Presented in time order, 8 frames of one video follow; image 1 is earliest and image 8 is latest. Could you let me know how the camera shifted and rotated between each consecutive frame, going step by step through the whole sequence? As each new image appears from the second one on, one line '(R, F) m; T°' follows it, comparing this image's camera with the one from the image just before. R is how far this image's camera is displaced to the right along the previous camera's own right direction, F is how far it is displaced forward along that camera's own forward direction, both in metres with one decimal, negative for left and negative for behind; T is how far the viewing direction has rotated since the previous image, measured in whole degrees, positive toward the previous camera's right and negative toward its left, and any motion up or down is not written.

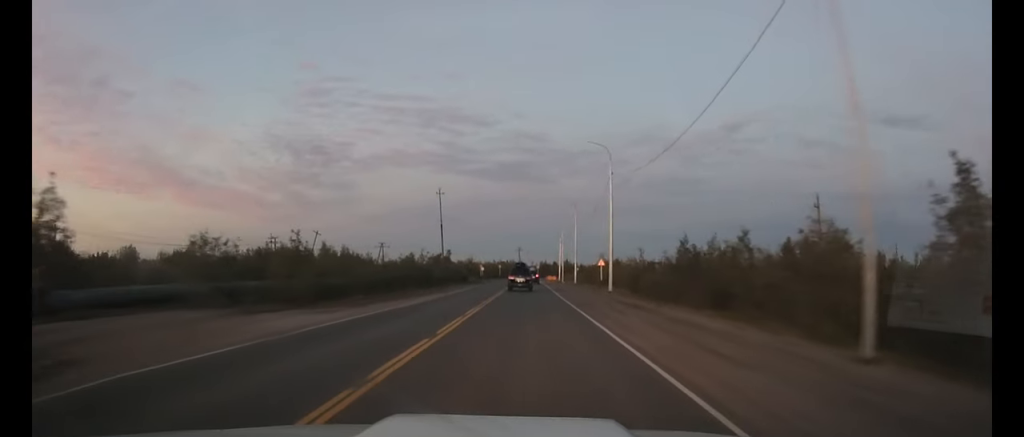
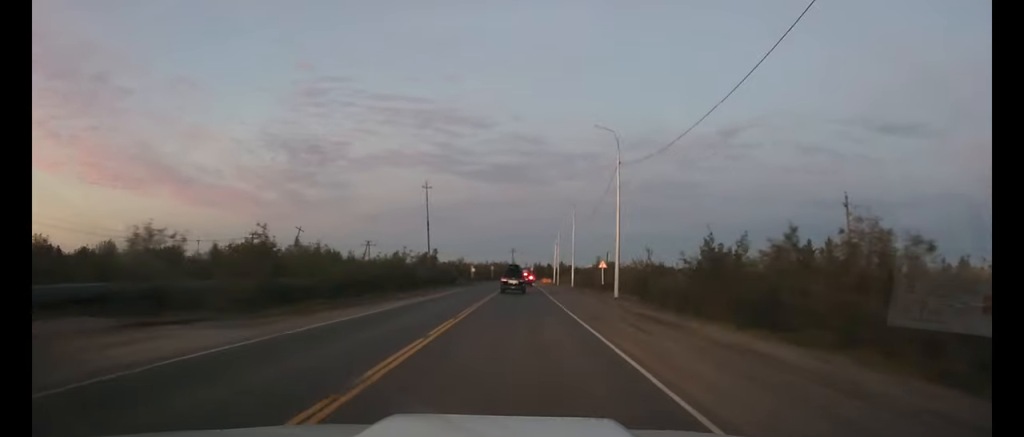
(+0.1, +6.0) m; 0°
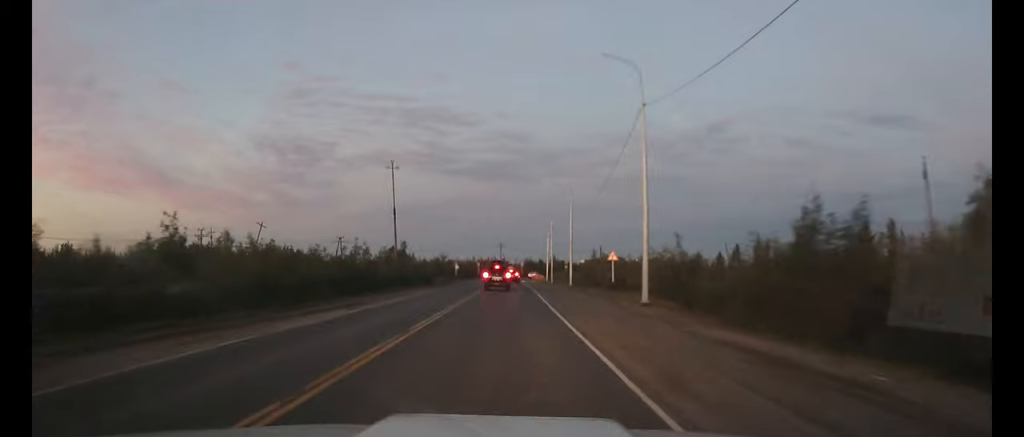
(+0.1, +12.4) m; 0°
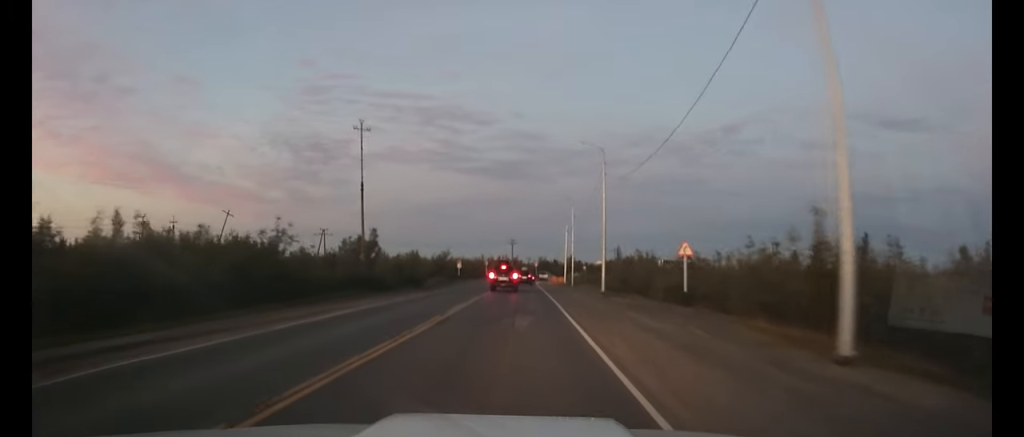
(-0.1, +16.0) m; -1°
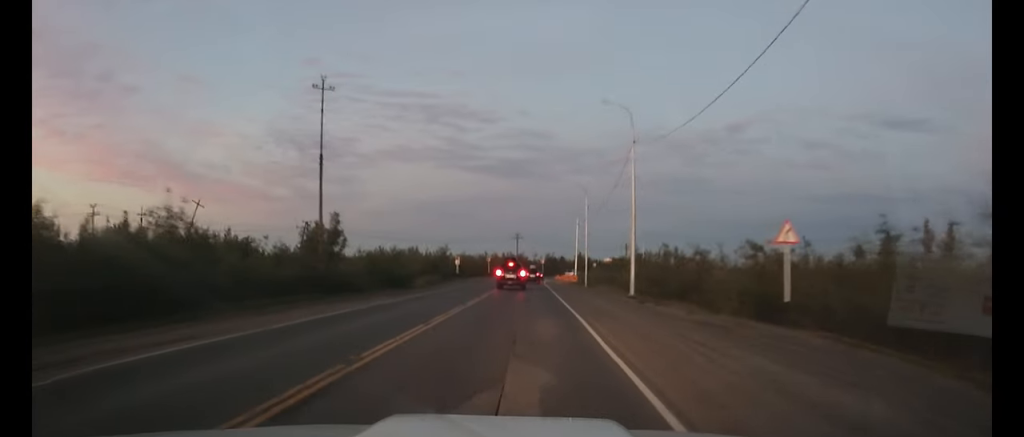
(0.0, +9.9) m; 0°
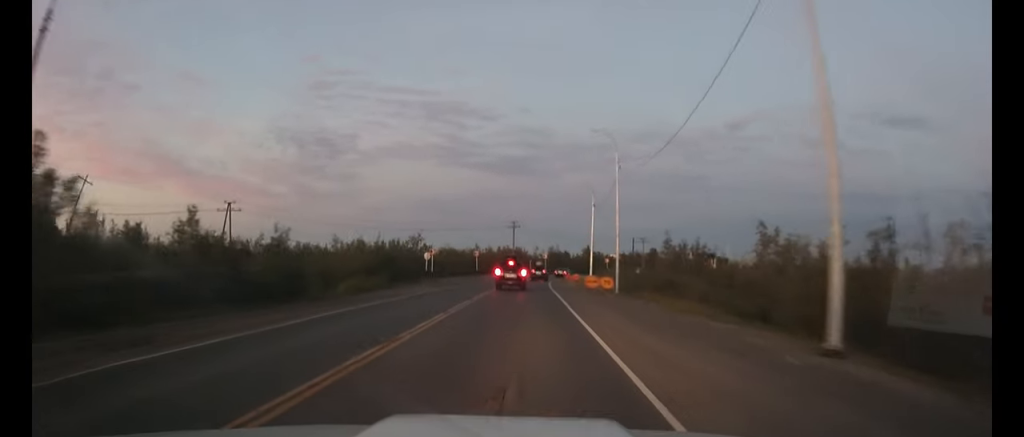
(-0.1, +23.1) m; -1°
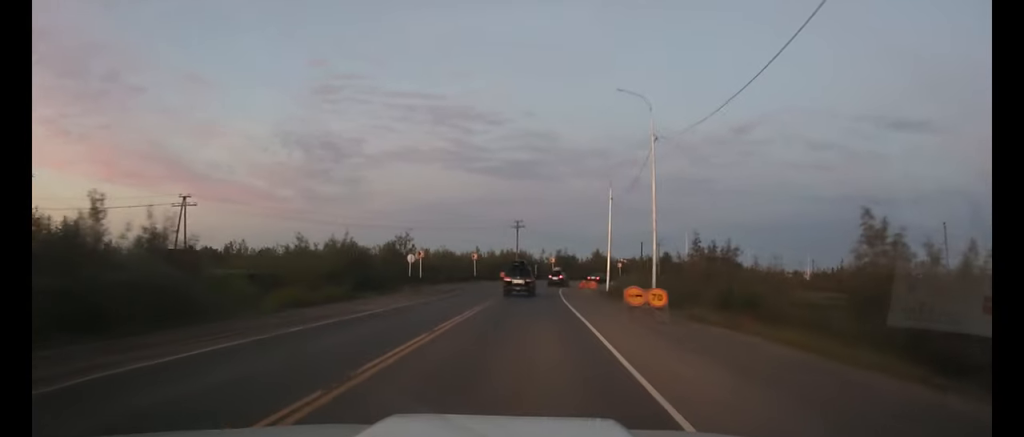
(-0.1, +10.3) m; 0°
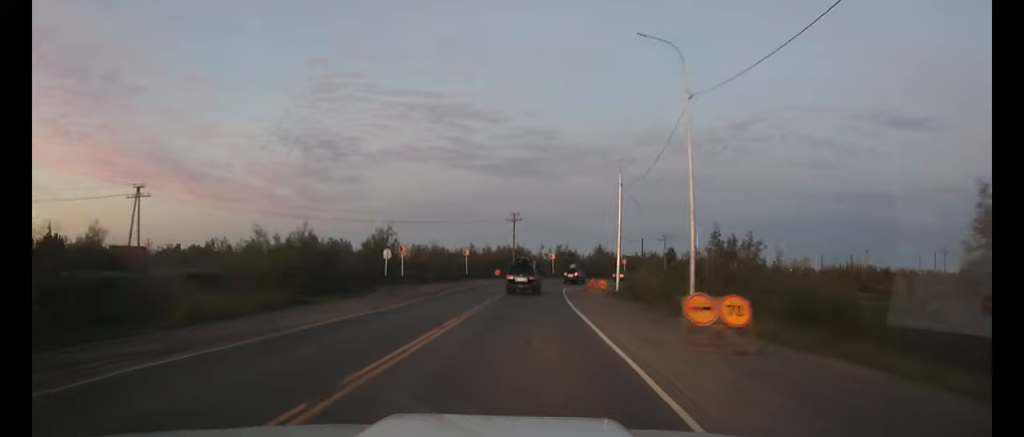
(0.0, +7.3) m; 0°
